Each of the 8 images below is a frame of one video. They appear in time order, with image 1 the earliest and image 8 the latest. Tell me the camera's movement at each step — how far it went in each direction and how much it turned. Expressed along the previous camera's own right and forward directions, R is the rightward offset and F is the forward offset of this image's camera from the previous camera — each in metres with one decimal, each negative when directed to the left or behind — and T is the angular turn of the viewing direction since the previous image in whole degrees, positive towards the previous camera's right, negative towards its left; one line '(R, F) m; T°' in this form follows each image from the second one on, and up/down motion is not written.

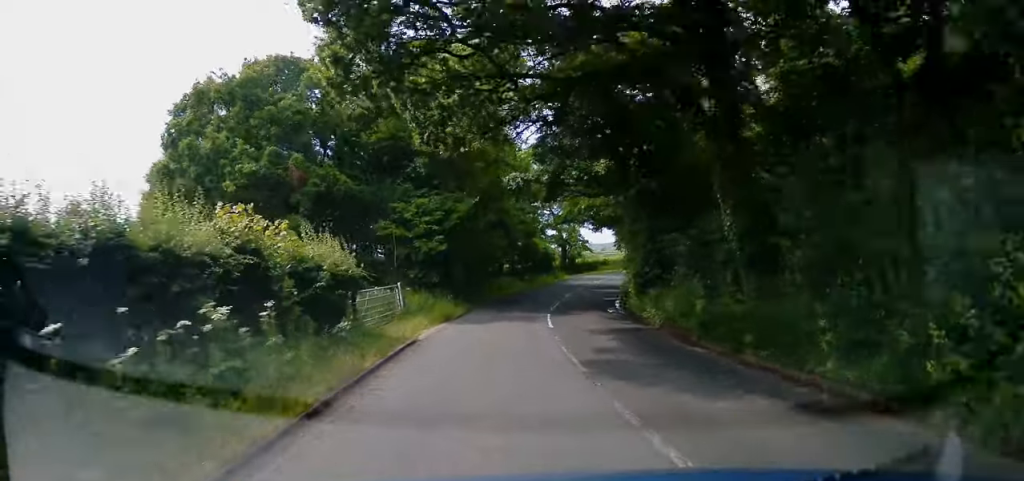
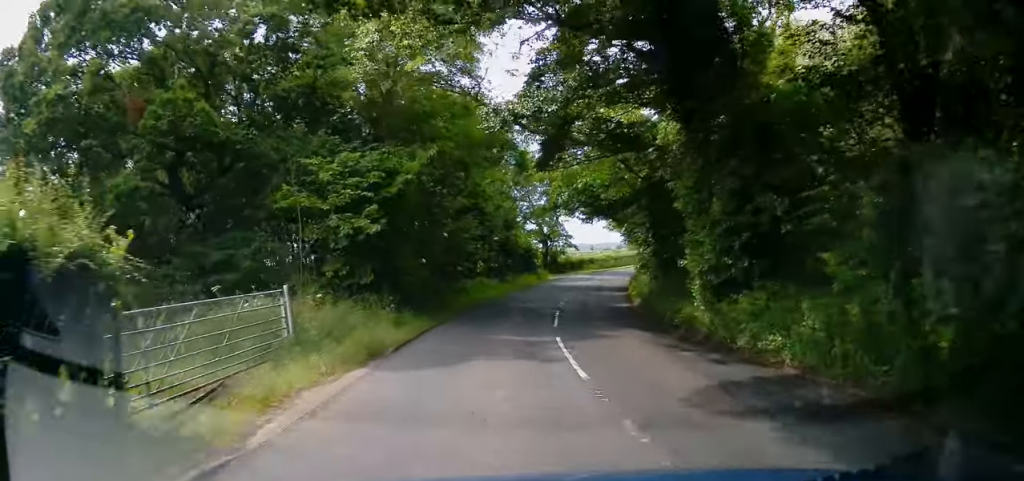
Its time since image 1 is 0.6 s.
(+0.3, +9.4) m; +2°
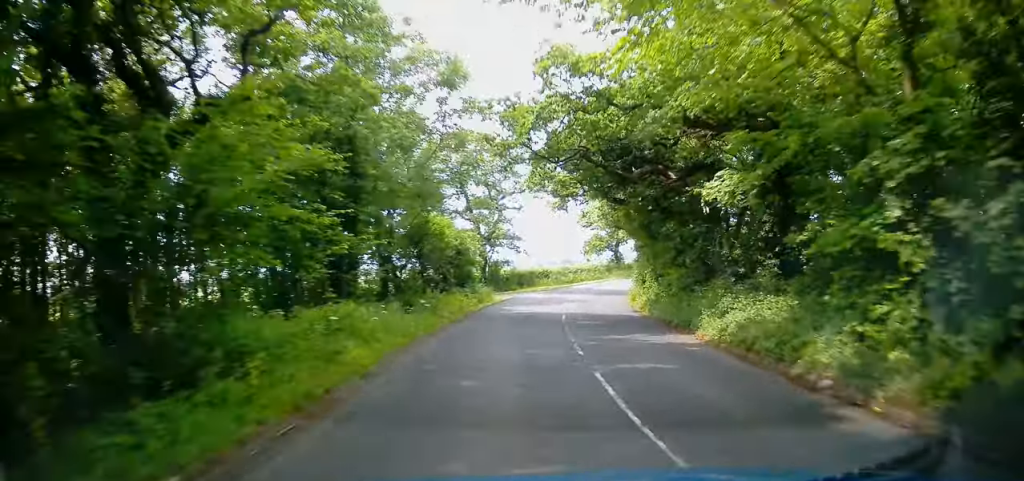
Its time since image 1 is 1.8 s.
(+0.6, +21.3) m; +4°
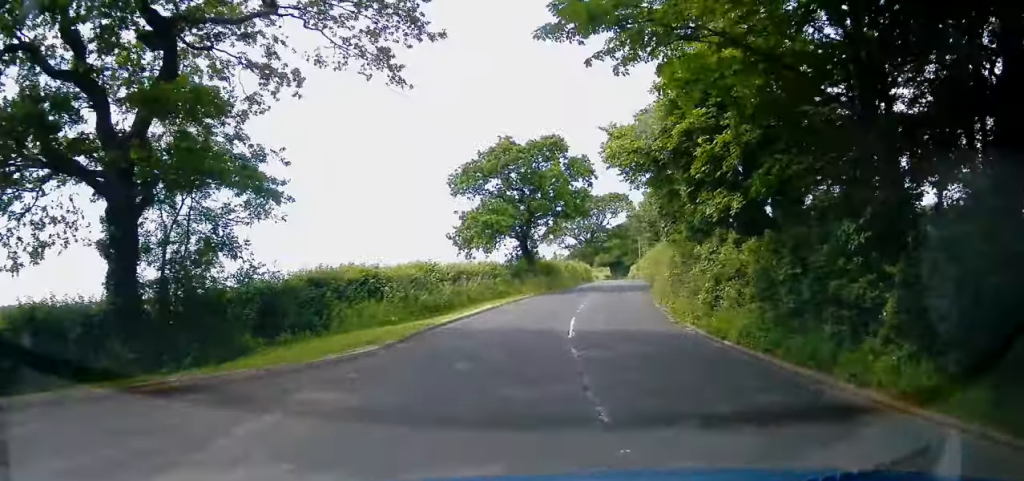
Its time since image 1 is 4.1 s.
(+4.4, +38.3) m; +17°
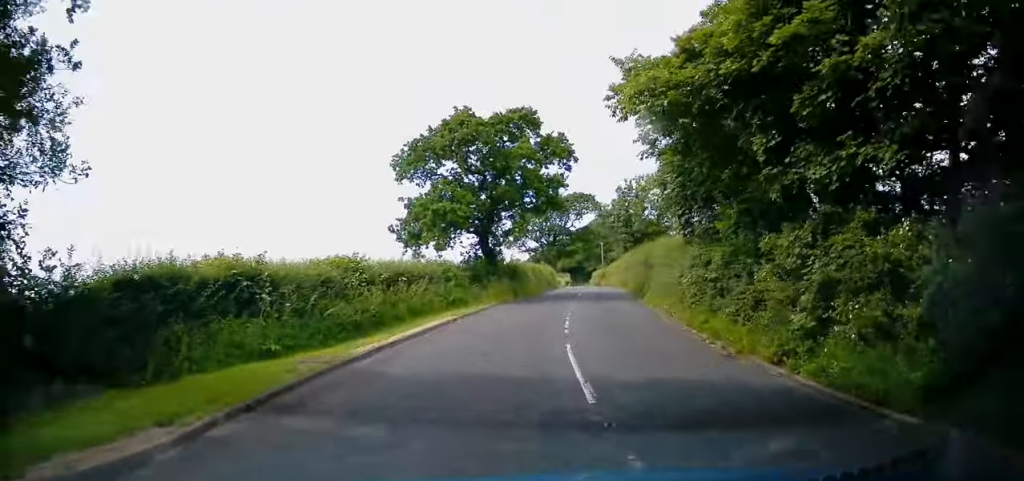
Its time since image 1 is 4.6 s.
(+0.5, +7.1) m; +3°
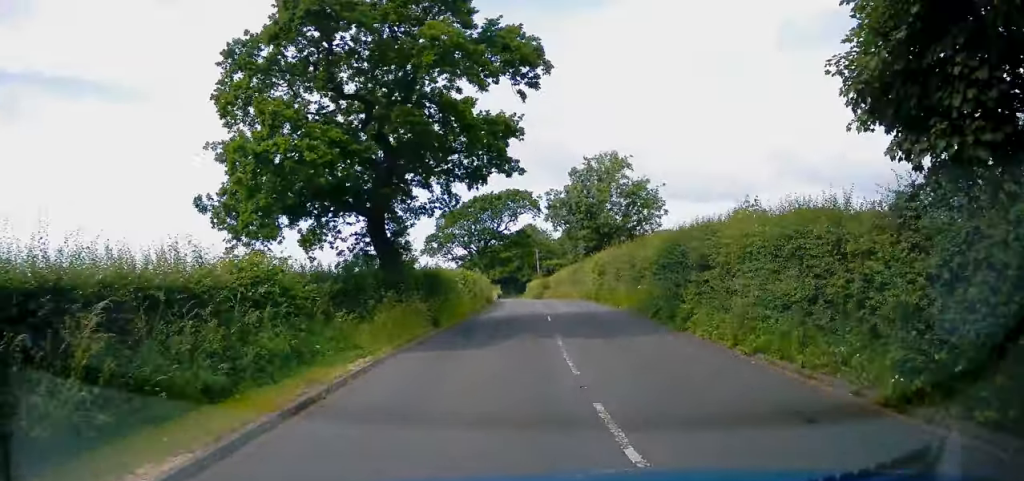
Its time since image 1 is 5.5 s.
(+0.9, +14.6) m; +6°
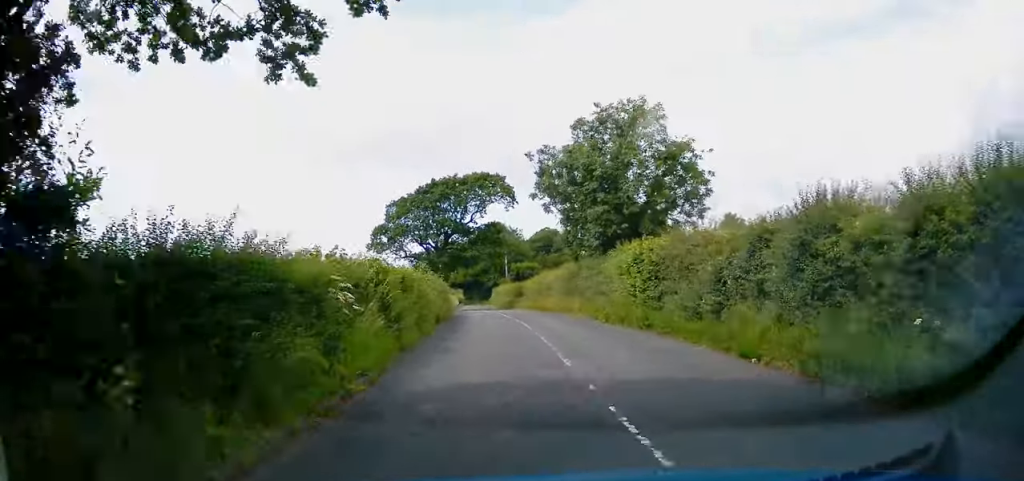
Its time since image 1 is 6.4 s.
(+0.8, +15.5) m; +4°
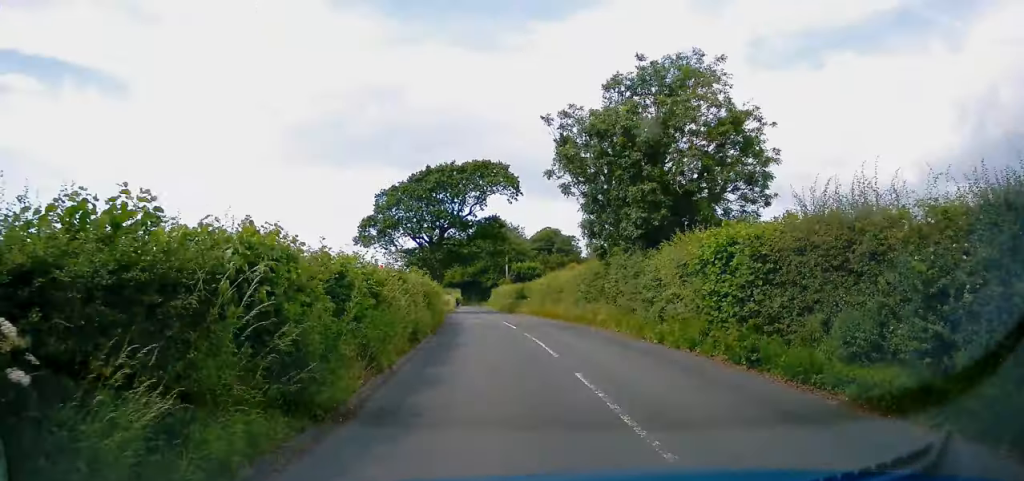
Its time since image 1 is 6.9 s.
(+0.1, +6.8) m; +1°
